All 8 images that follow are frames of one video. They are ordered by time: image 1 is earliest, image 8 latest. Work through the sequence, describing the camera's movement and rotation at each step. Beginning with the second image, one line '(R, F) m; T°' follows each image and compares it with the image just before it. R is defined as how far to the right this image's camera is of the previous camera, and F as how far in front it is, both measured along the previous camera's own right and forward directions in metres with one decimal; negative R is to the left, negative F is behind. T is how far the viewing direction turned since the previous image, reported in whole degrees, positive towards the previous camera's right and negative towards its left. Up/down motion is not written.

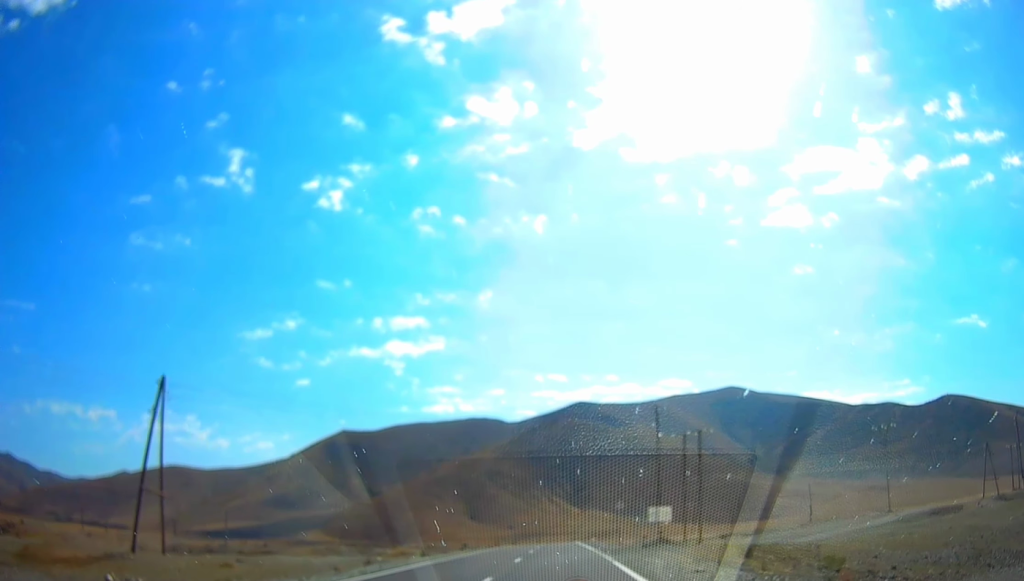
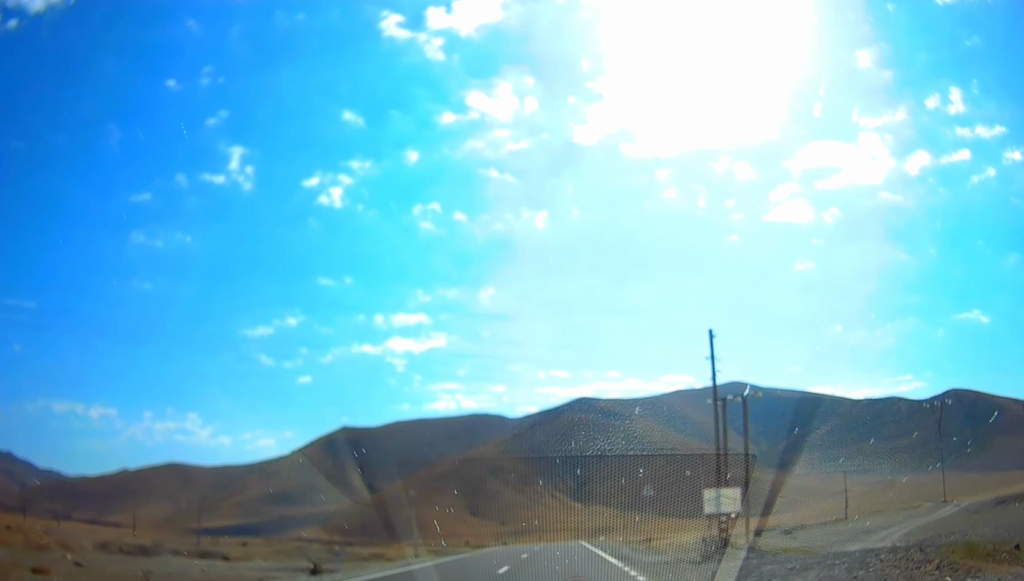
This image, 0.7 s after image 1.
(0.0, +16.2) m; 0°
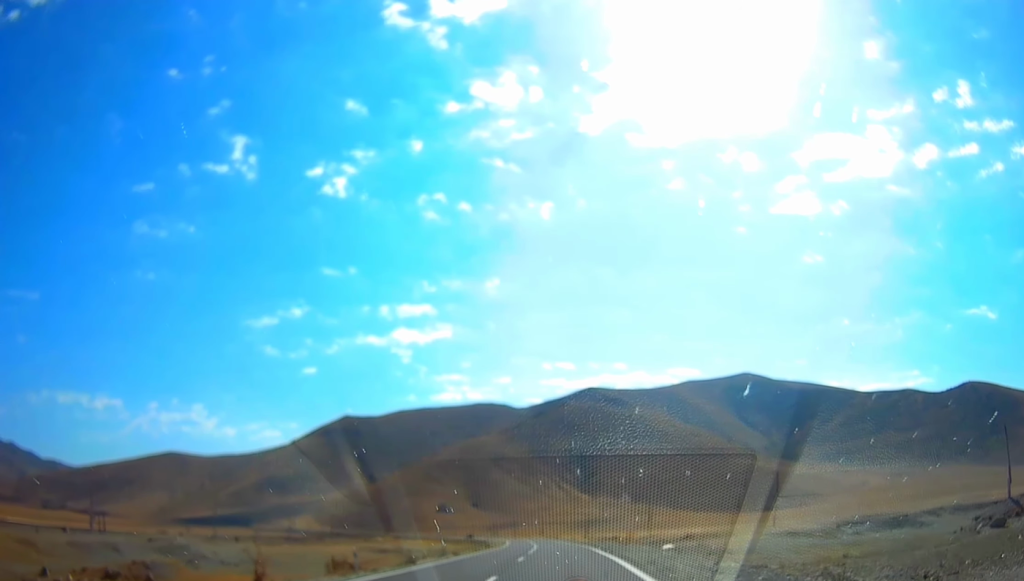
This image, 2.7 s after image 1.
(0.0, +47.5) m; 0°
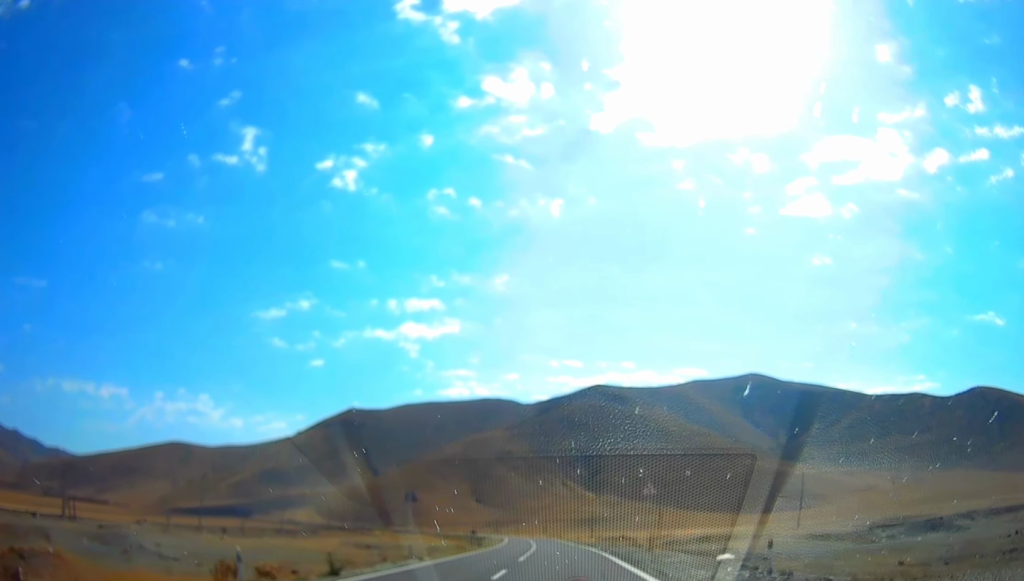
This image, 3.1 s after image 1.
(0.0, +10.2) m; 0°
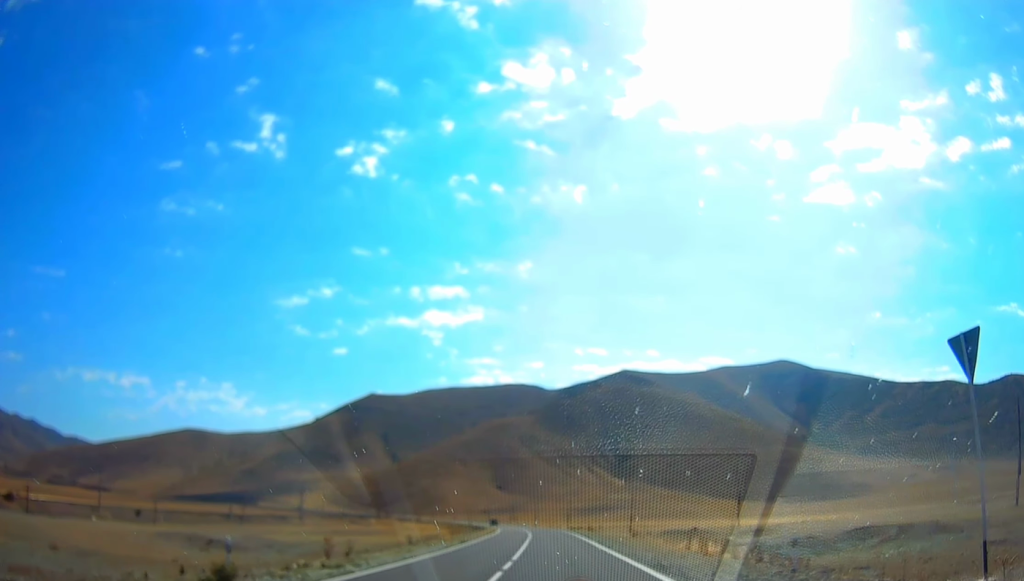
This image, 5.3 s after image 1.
(0.0, +50.5) m; 0°
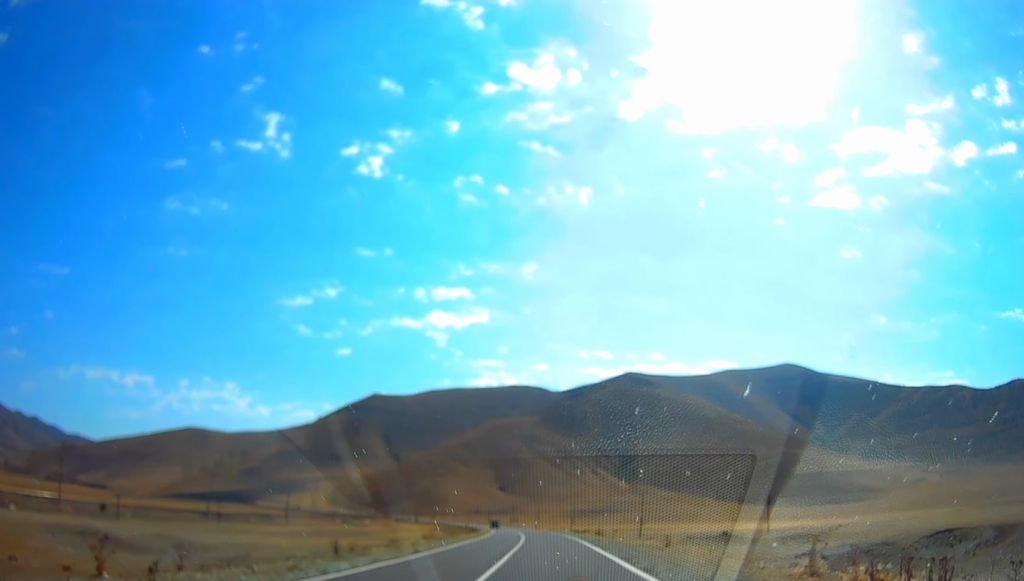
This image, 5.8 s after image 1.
(0.0, +13.3) m; 0°
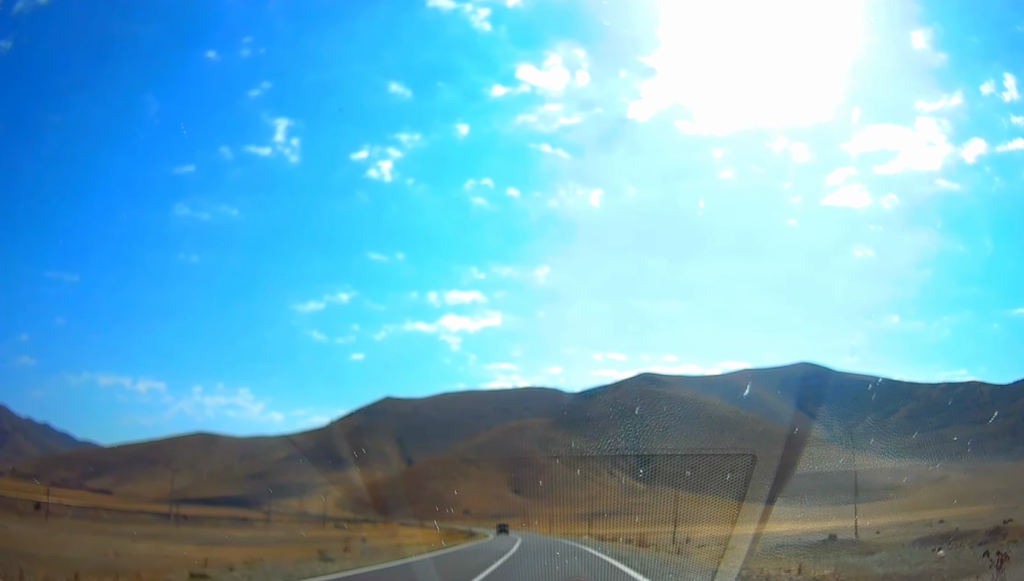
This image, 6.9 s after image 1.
(0.0, +23.8) m; 0°
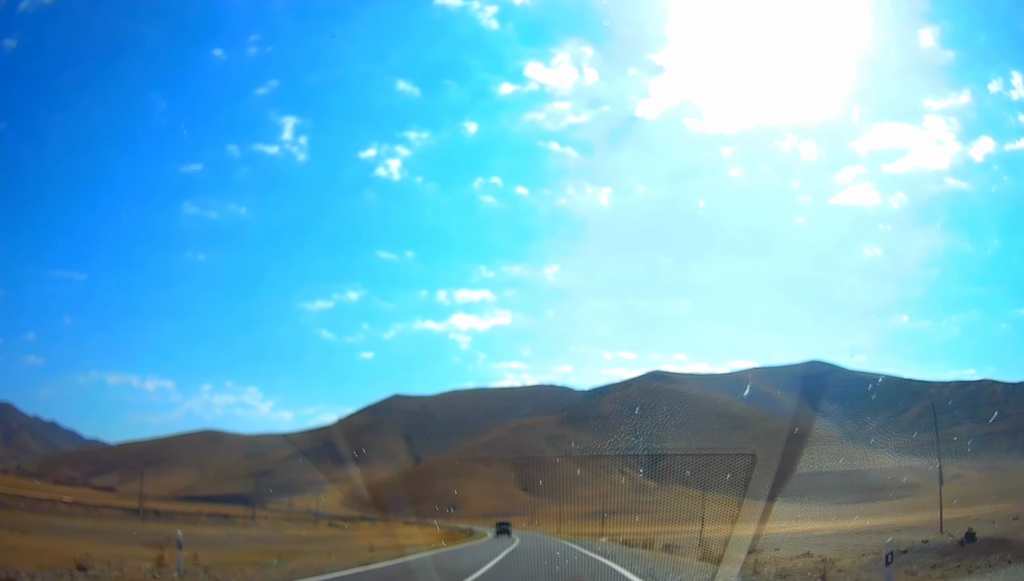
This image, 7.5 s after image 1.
(0.0, +14.4) m; -1°
